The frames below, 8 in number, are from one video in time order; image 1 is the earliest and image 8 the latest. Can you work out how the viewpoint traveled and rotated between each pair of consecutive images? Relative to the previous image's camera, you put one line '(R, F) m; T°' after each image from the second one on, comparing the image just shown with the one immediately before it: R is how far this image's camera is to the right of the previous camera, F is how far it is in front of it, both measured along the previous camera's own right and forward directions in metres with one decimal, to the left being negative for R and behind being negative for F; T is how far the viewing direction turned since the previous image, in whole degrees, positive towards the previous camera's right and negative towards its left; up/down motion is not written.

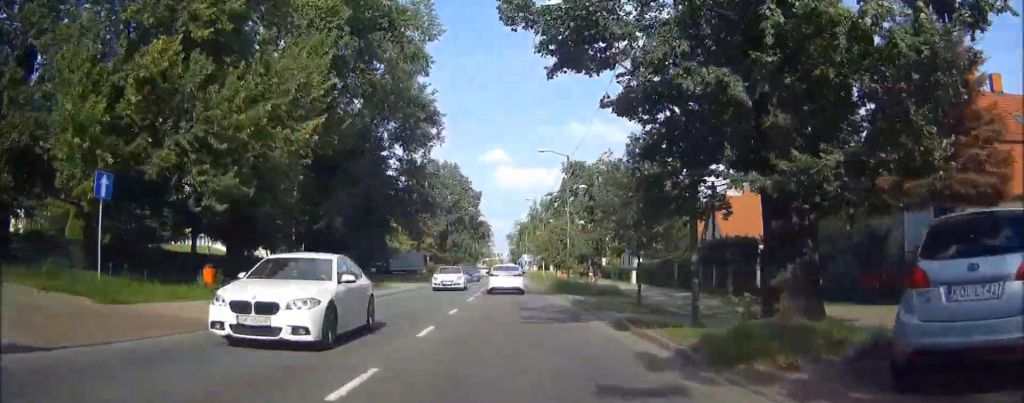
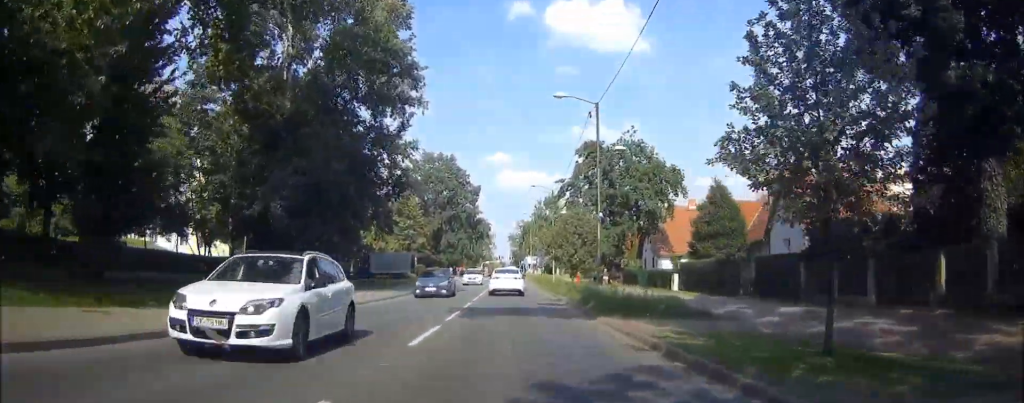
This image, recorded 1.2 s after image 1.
(0.0, +14.5) m; 0°
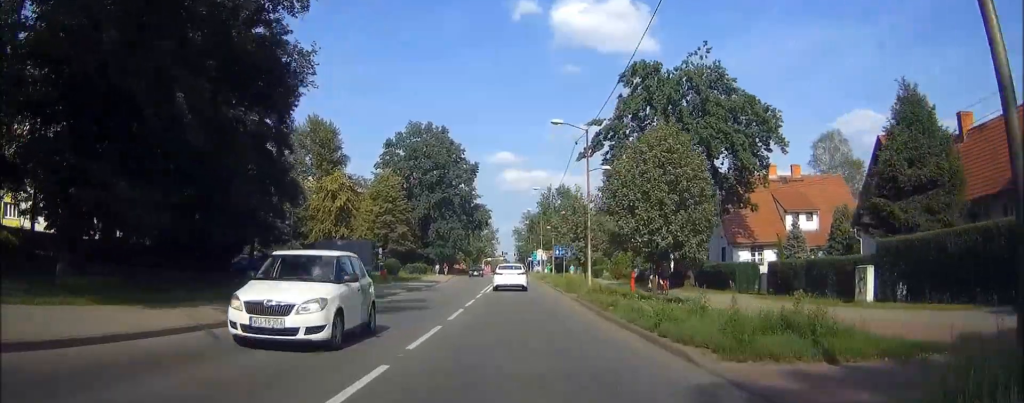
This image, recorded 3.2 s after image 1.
(+0.1, +24.6) m; 0°
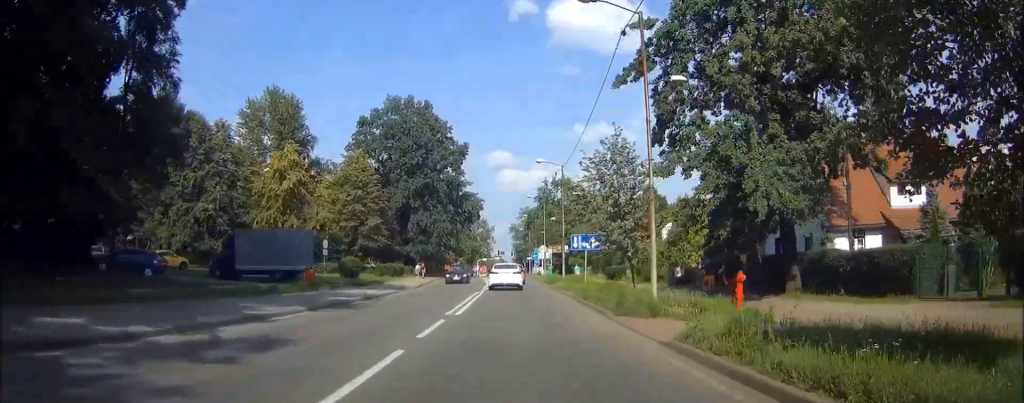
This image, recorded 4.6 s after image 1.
(-0.1, +16.4) m; -1°
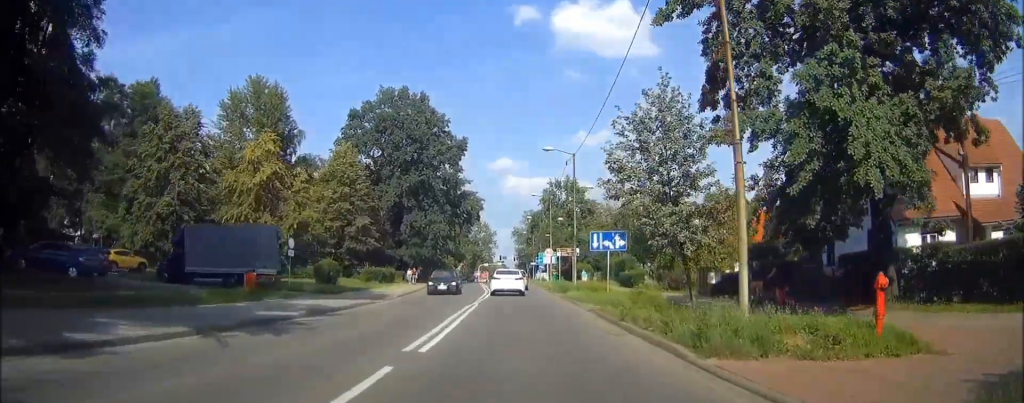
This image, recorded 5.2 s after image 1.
(0.0, +7.1) m; 0°
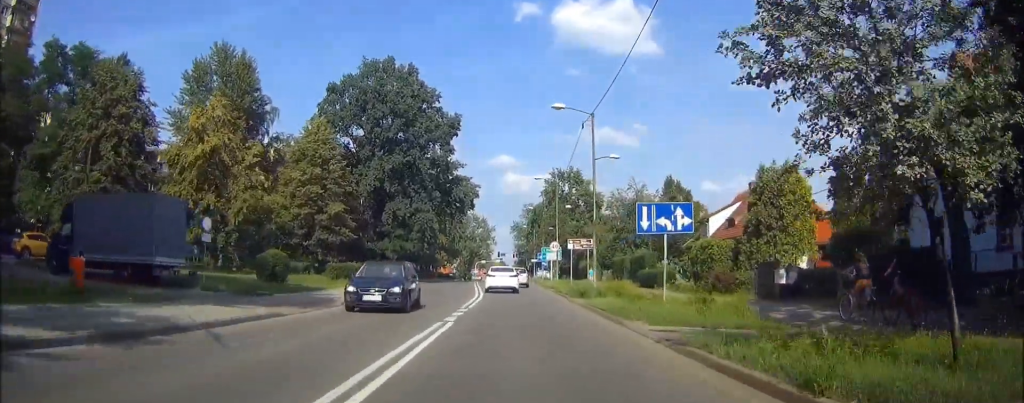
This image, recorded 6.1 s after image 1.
(0.0, +10.1) m; 0°
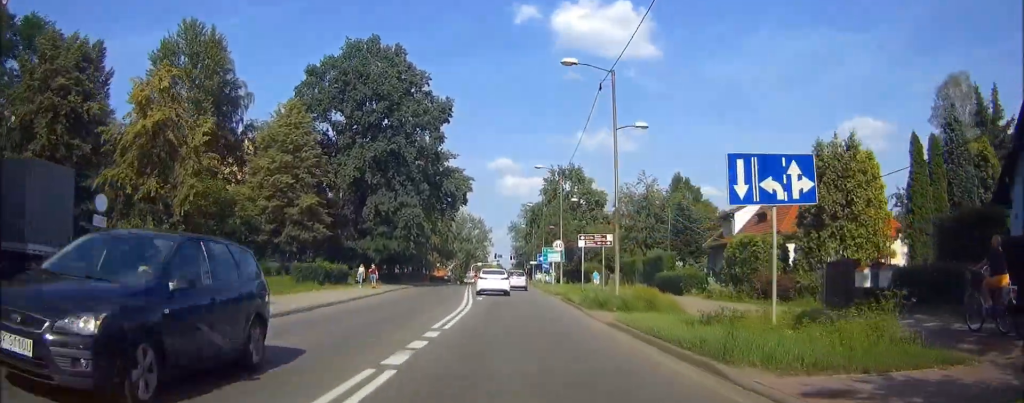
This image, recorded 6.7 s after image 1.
(0.0, +7.3) m; 0°
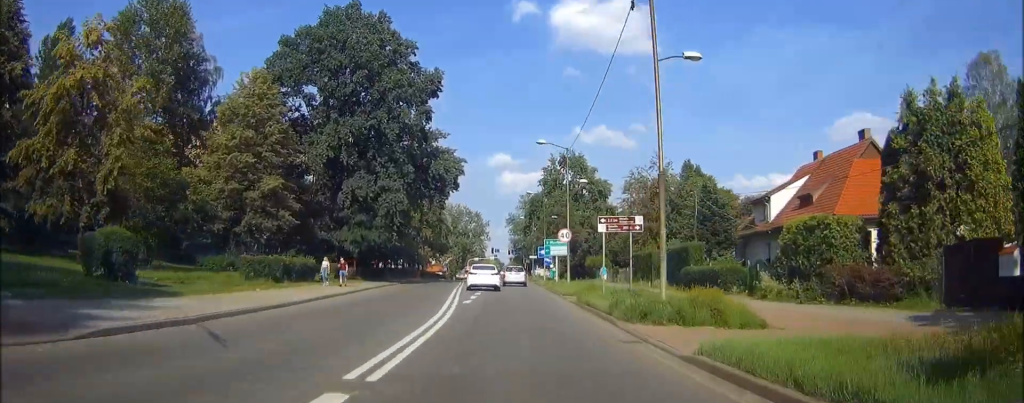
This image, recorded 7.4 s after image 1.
(0.0, +7.6) m; 0°
